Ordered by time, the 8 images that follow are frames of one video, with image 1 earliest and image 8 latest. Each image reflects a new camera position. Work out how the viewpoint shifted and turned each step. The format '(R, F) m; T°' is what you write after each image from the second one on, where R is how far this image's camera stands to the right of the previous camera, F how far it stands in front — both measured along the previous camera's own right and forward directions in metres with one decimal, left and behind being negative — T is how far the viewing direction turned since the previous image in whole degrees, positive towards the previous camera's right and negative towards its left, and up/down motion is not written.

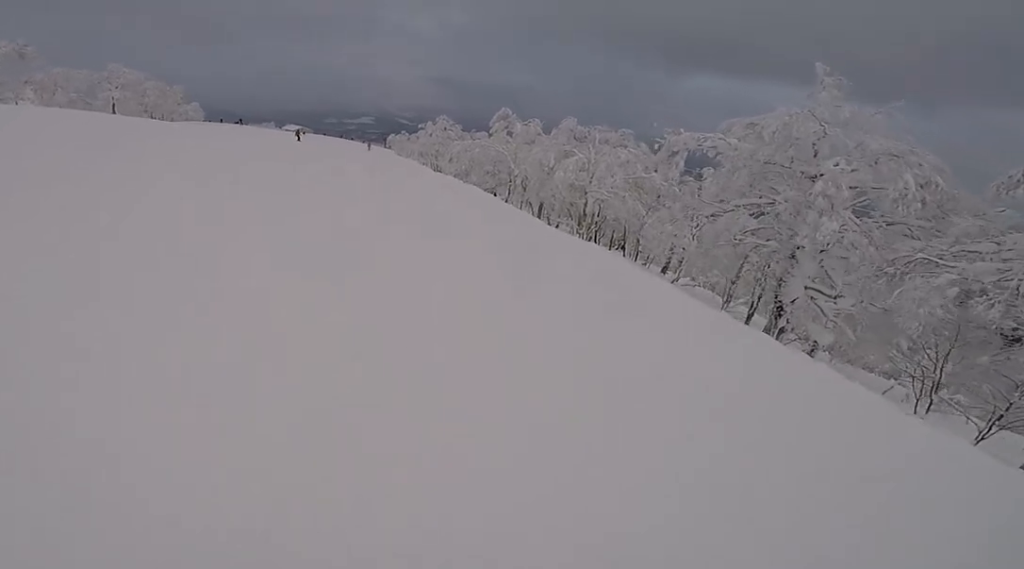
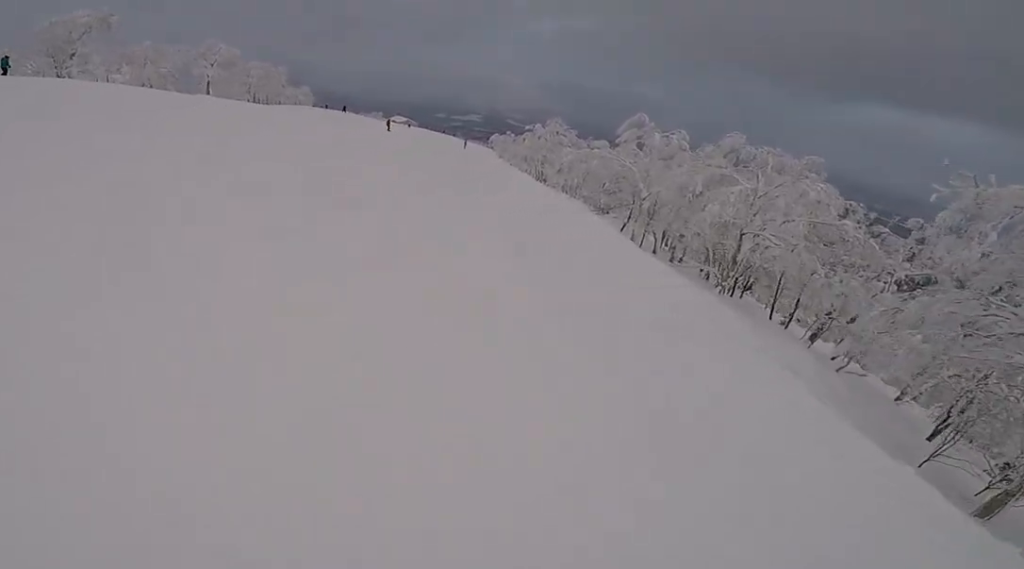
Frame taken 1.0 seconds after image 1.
(-0.1, +6.2) m; -10°
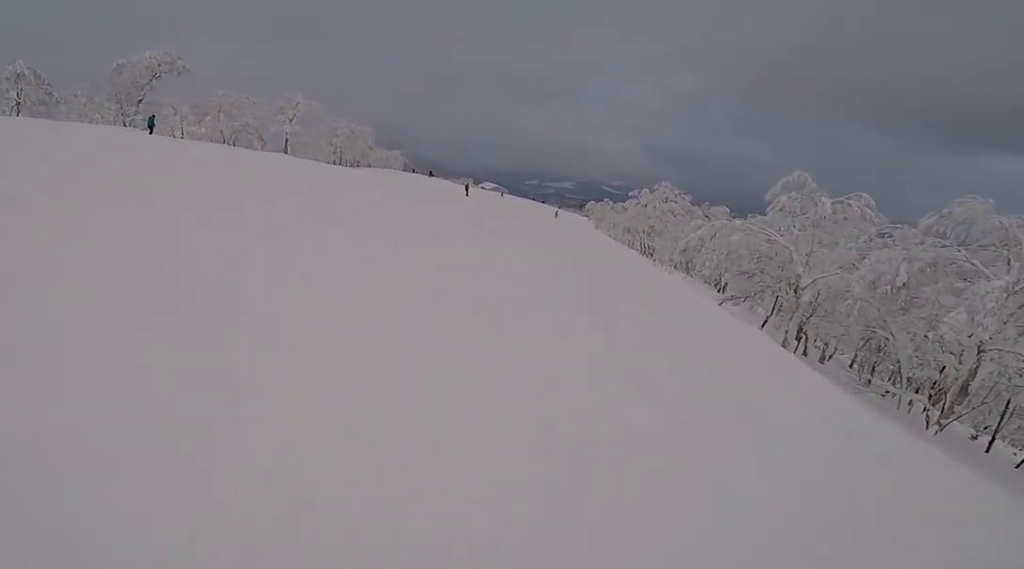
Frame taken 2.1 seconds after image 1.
(-1.2, +7.2) m; -9°
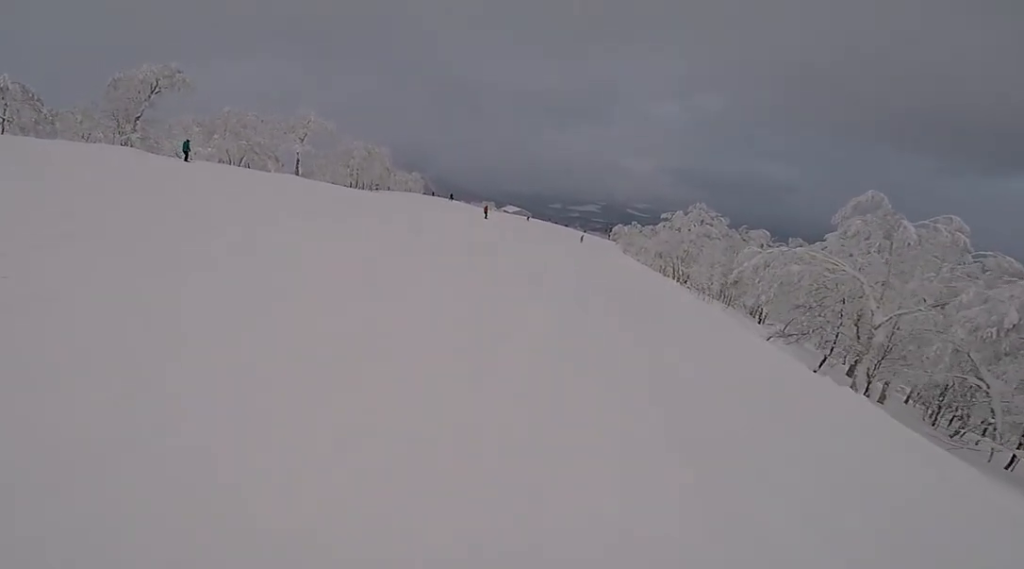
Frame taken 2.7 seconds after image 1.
(0.0, +3.2) m; 0°
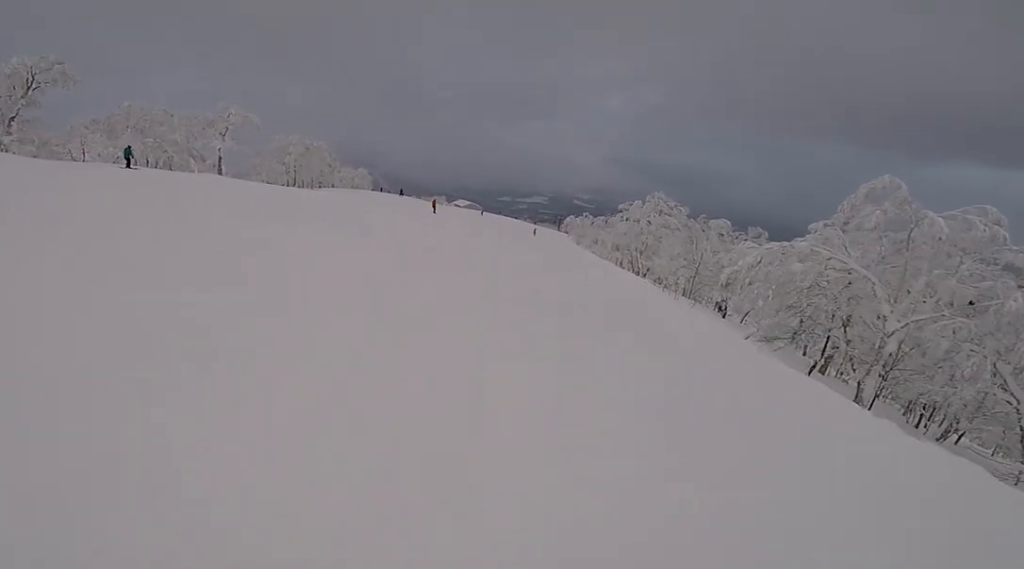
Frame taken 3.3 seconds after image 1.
(0.0, +4.2) m; +5°
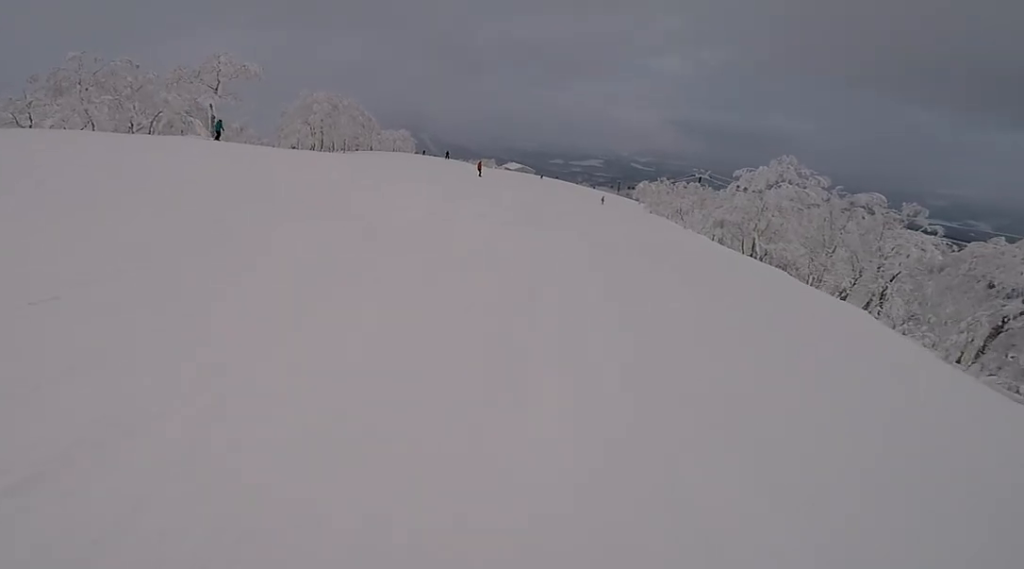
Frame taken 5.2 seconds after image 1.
(+1.2, +10.7) m; +3°
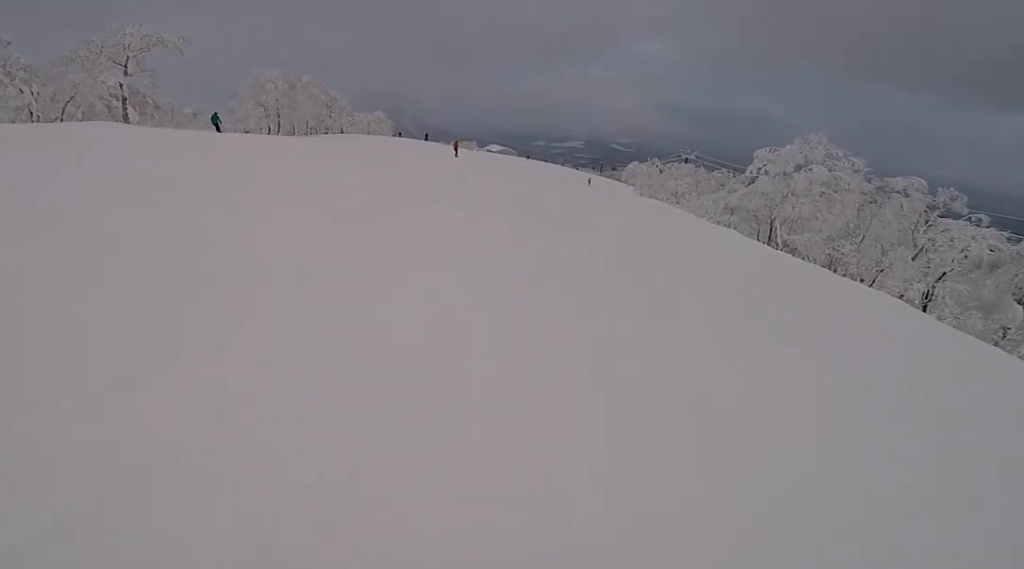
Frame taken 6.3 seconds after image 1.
(-0.7, +6.0) m; -8°
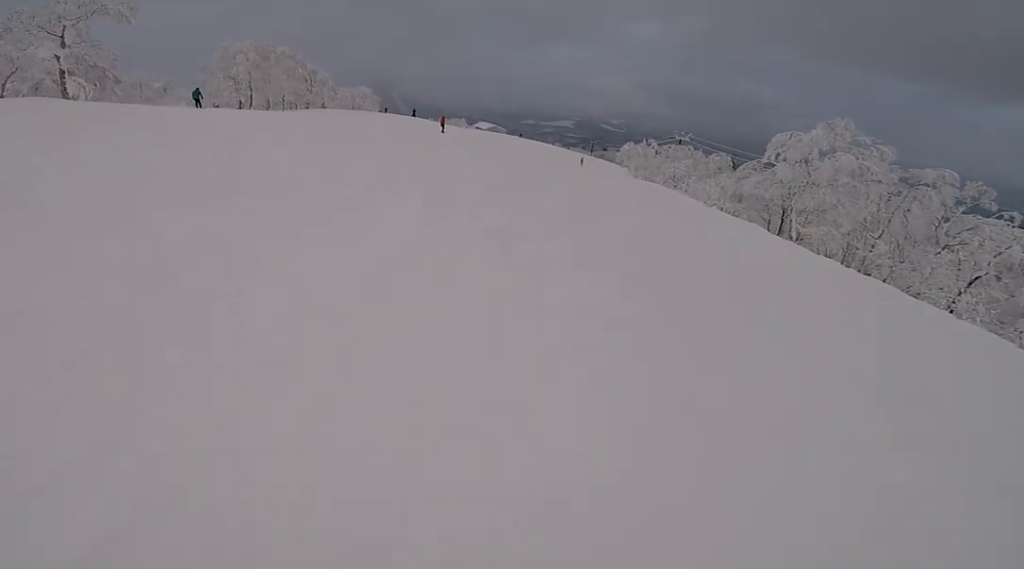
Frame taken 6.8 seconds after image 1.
(0.0, +3.0) m; -1°
